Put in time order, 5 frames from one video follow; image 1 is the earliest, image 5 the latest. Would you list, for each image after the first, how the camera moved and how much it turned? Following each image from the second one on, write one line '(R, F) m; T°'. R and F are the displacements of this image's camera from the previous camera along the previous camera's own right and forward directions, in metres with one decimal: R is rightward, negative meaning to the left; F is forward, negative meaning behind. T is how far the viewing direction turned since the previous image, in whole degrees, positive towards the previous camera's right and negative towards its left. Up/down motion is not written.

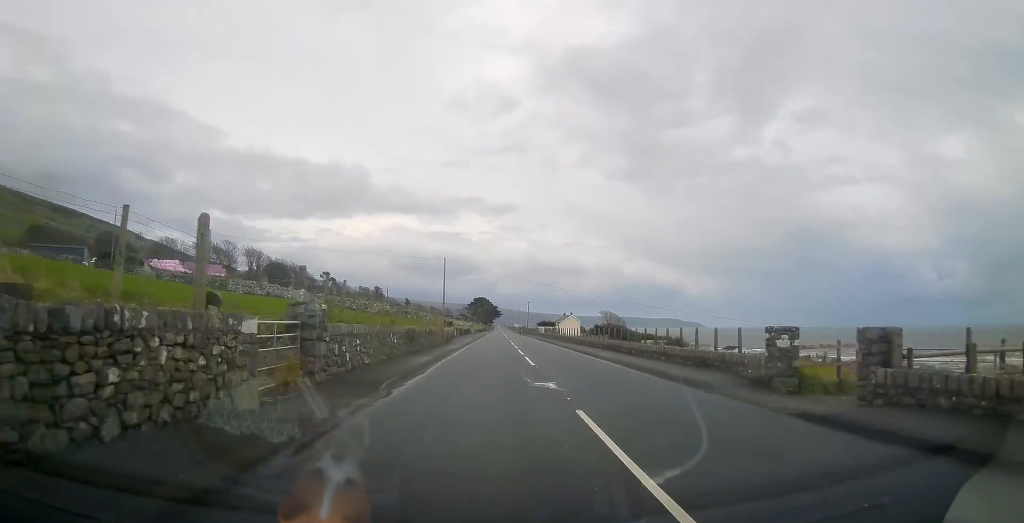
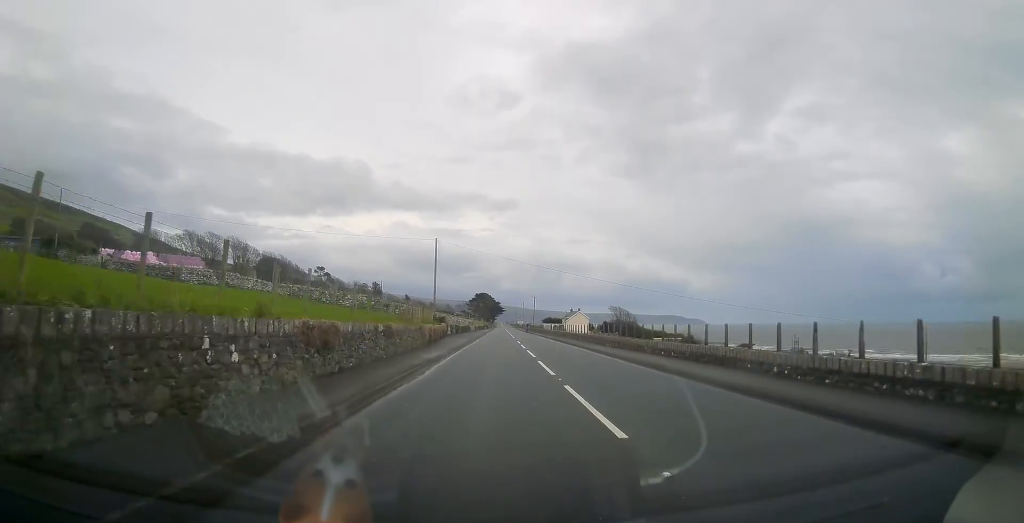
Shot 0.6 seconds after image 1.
(-0.1, +14.7) m; 0°
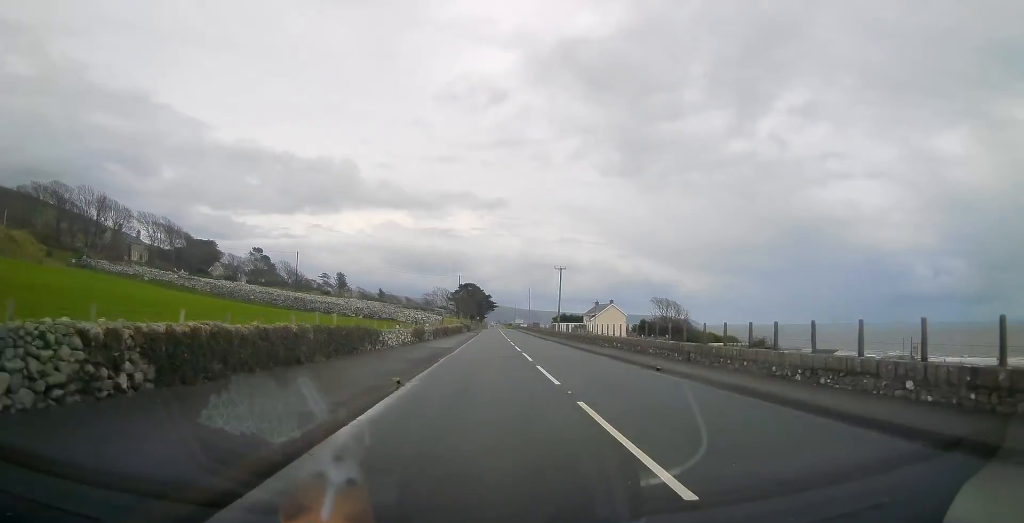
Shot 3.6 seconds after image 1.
(+0.4, +73.5) m; 0°
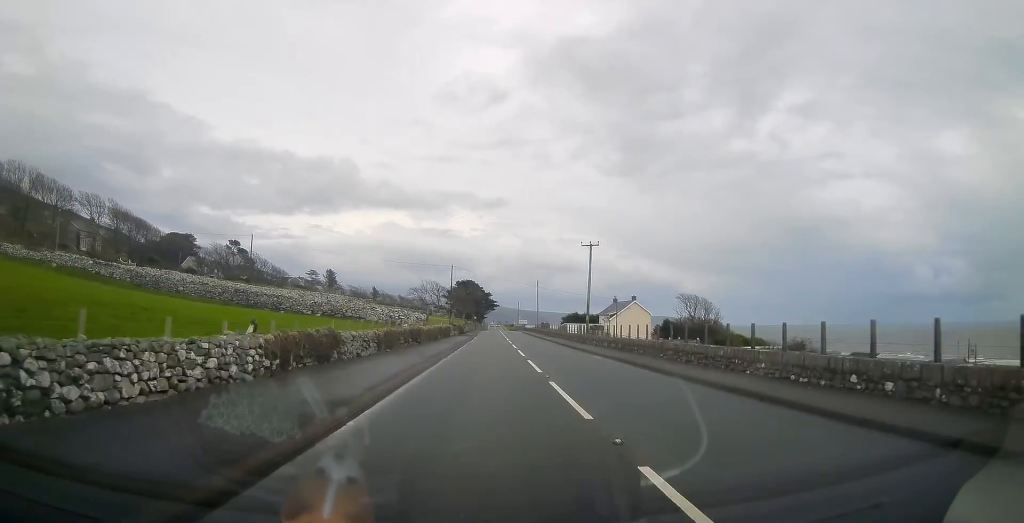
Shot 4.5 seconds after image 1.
(0.0, +22.4) m; 0°
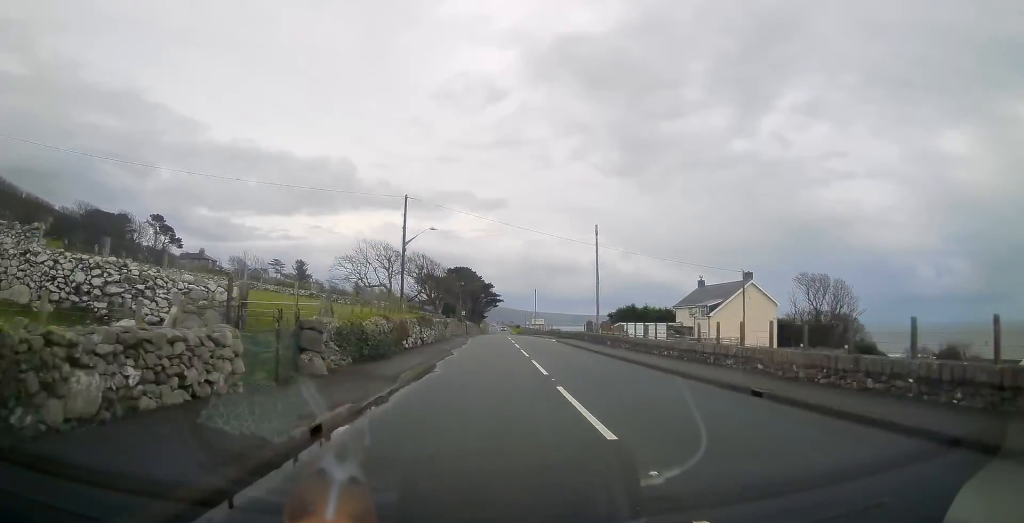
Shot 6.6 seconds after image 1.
(0.0, +53.9) m; 0°
